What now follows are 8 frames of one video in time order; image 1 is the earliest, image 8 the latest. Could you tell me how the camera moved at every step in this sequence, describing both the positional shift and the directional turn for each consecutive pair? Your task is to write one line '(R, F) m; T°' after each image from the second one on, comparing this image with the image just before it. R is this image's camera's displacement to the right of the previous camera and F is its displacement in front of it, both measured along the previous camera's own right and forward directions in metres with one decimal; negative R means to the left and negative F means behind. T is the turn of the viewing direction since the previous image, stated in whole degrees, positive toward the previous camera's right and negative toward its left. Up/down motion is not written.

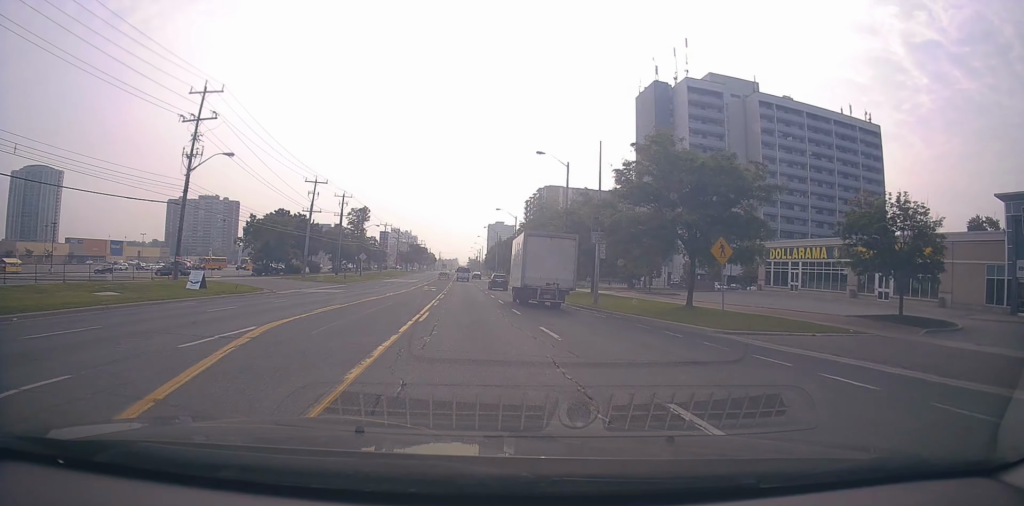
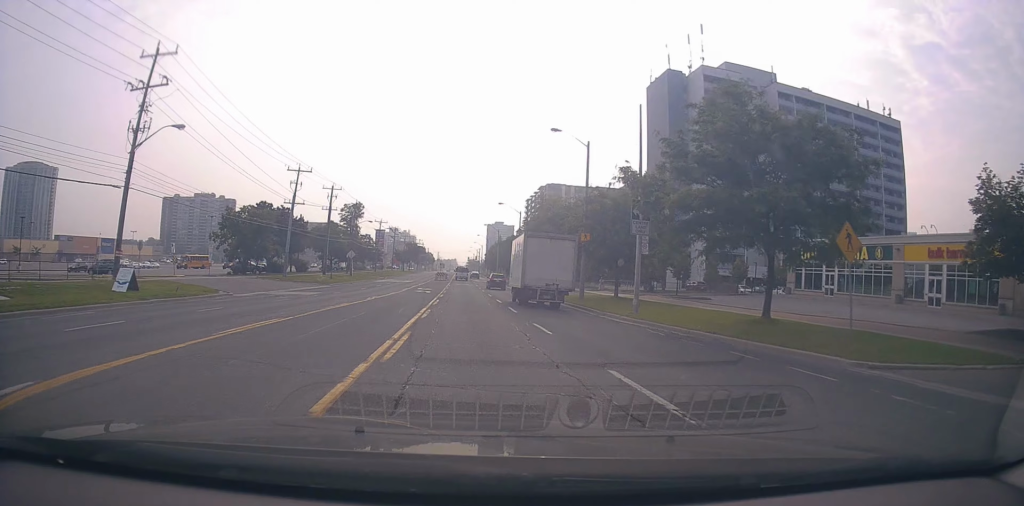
(-0.5, +7.2) m; -1°
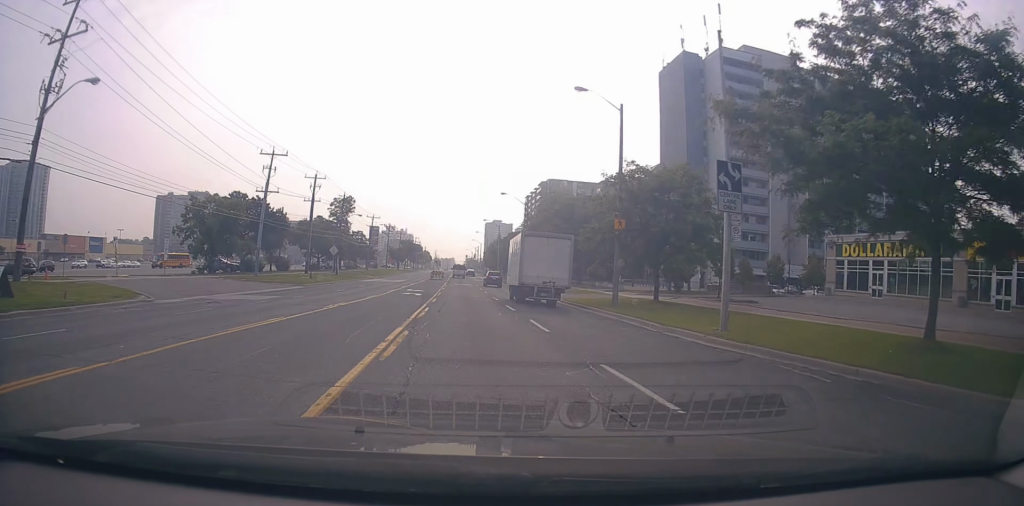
(-0.2, +8.4) m; 0°
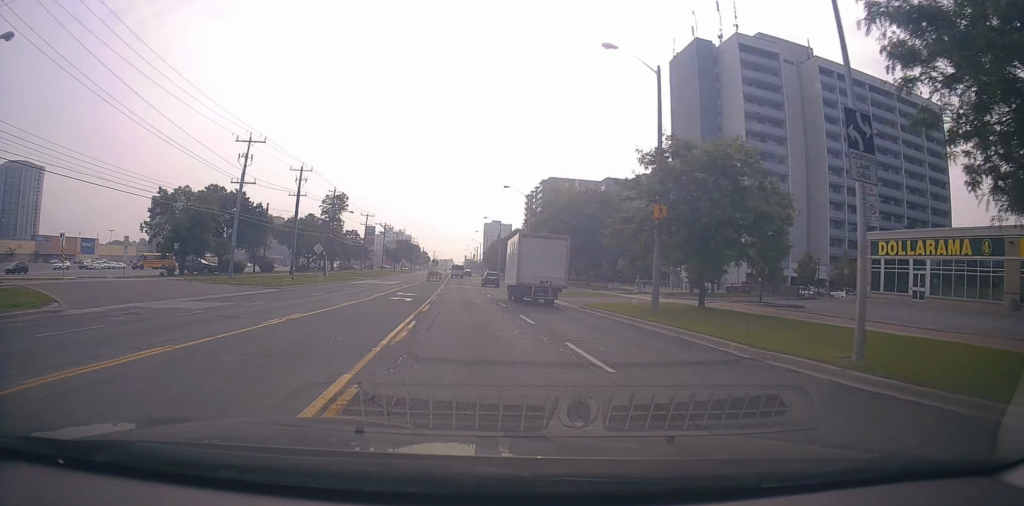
(+0.5, +6.1) m; +1°
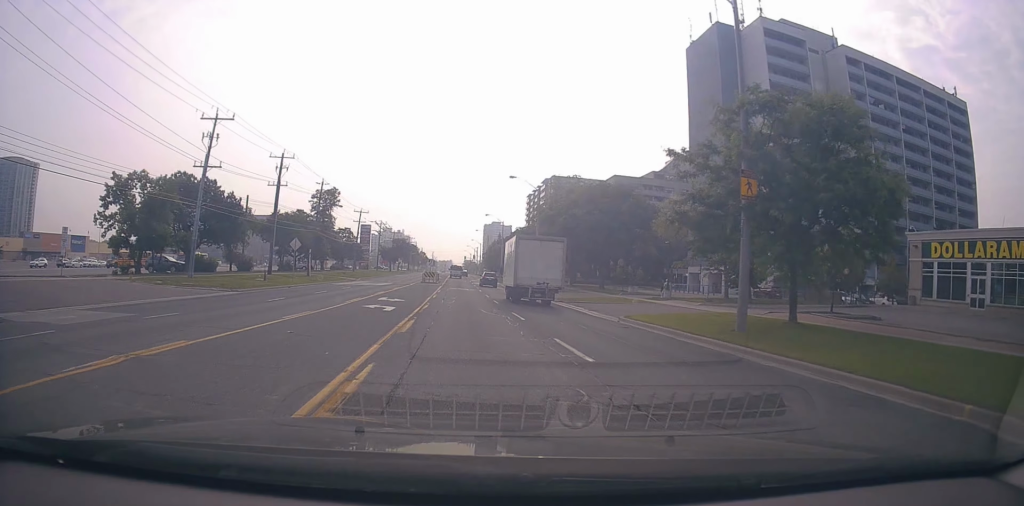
(-0.2, +7.4) m; 0°
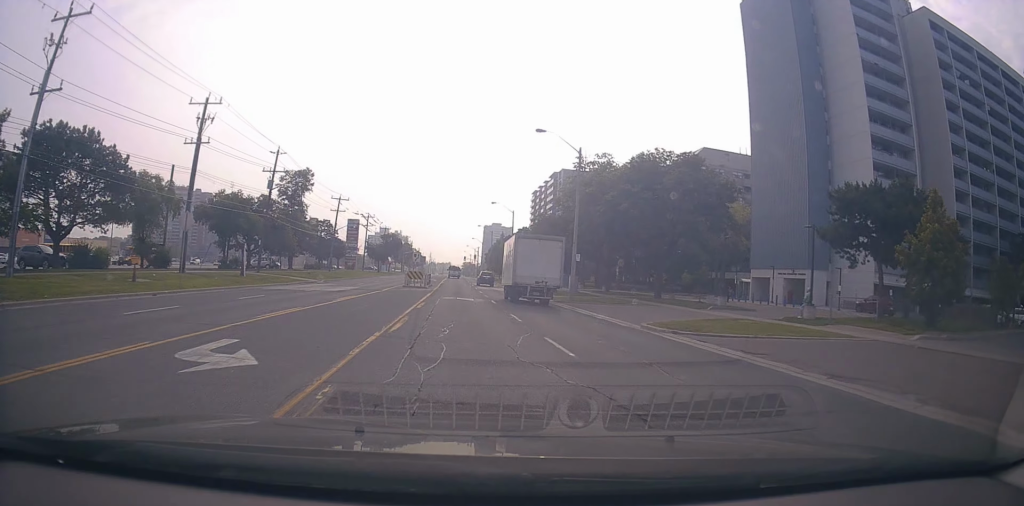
(0.0, +18.8) m; +2°
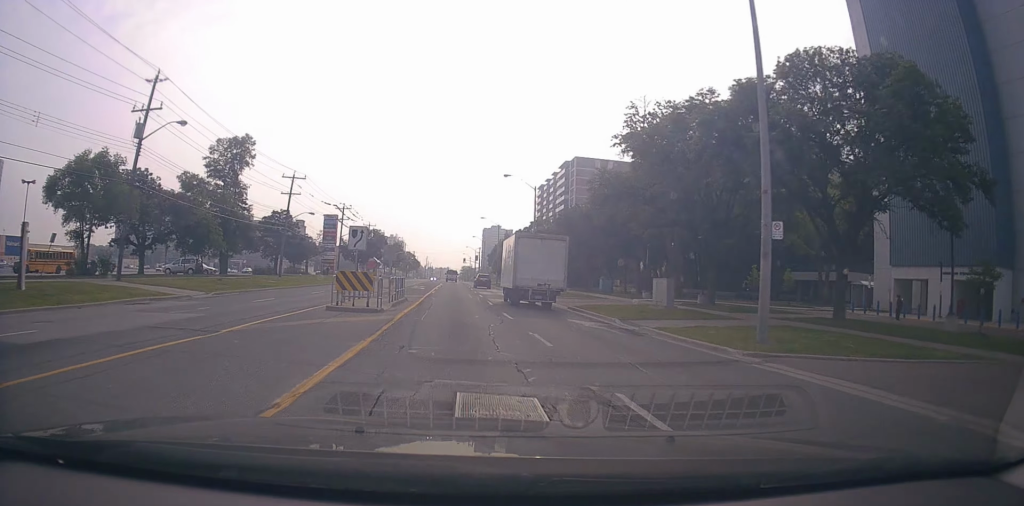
(+0.2, +24.1) m; -1°
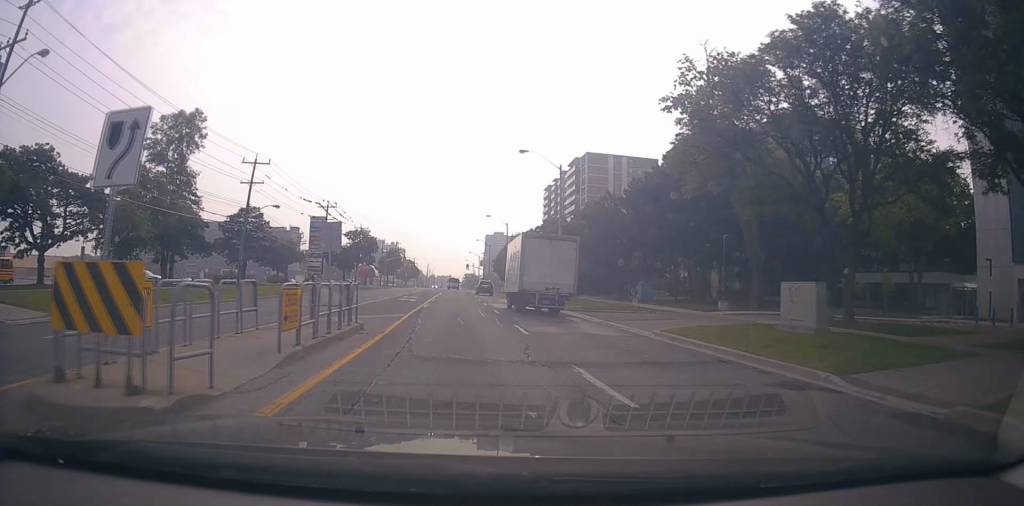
(-0.3, +13.1) m; -1°
